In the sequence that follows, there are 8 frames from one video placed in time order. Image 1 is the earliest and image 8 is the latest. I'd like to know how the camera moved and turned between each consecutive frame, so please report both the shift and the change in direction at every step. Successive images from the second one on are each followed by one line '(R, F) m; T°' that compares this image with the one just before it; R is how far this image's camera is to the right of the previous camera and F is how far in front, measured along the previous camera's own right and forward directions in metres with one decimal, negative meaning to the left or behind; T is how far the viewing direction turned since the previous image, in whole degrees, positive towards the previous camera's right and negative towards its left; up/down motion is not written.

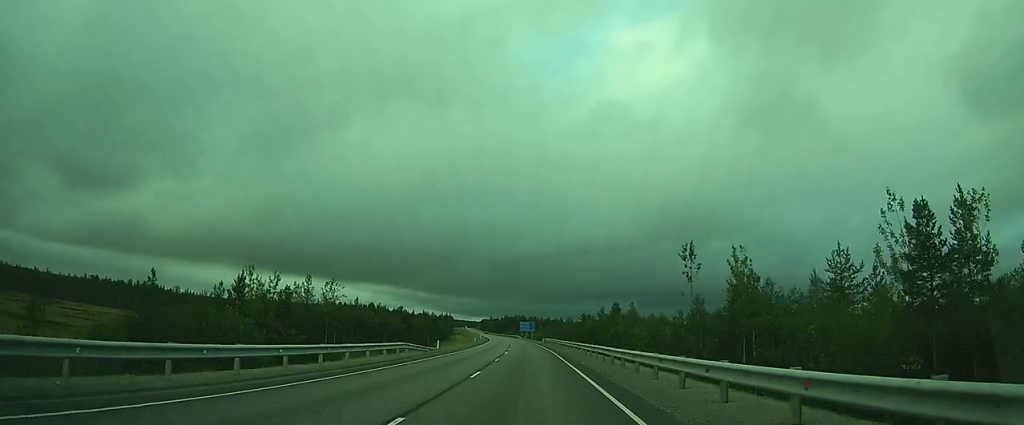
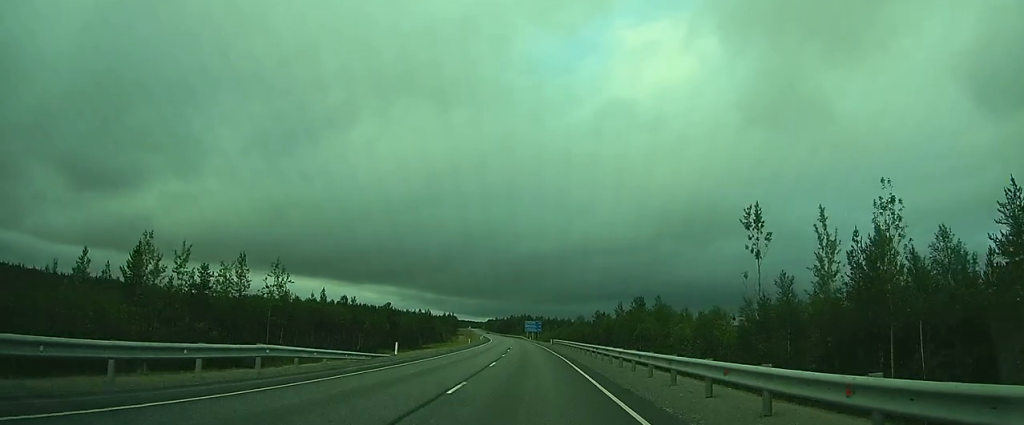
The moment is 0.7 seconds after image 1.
(-0.2, +16.8) m; -1°
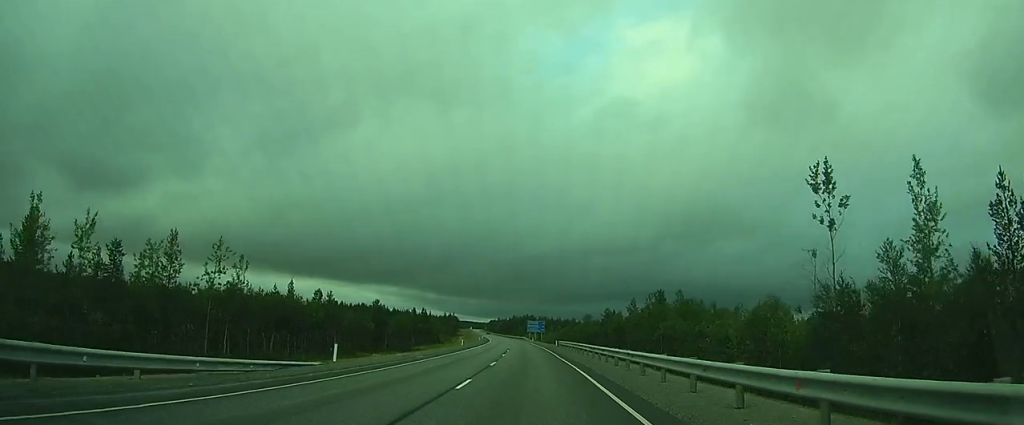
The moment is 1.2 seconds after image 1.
(0.0, +10.8) m; 0°
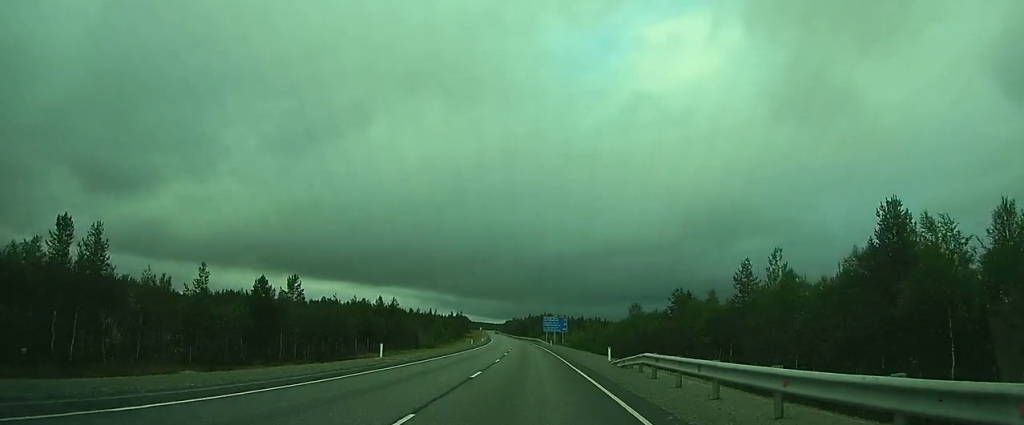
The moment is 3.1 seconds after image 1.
(0.0, +43.3) m; 0°
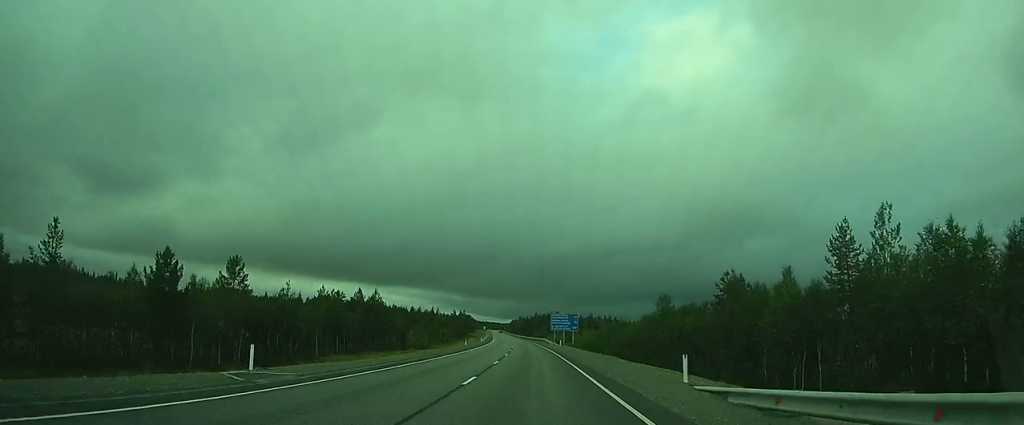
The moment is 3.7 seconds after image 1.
(0.0, +14.8) m; 0°
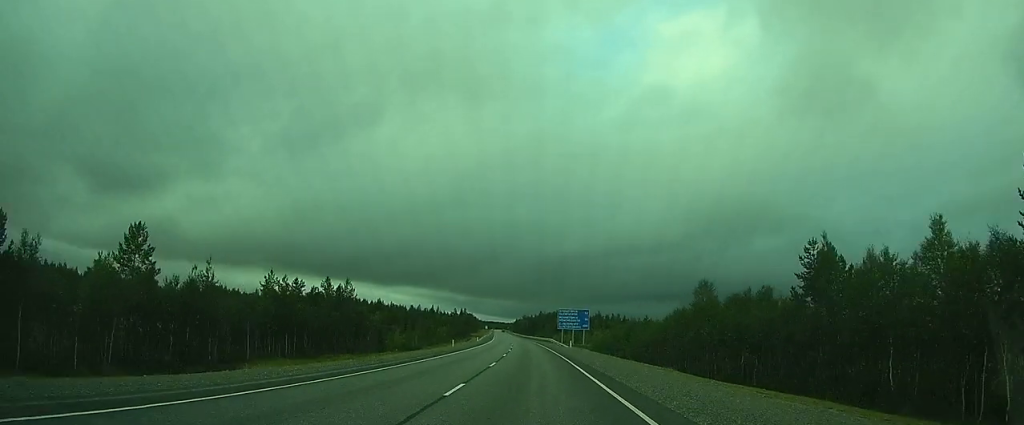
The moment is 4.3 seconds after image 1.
(0.0, +14.9) m; 0°
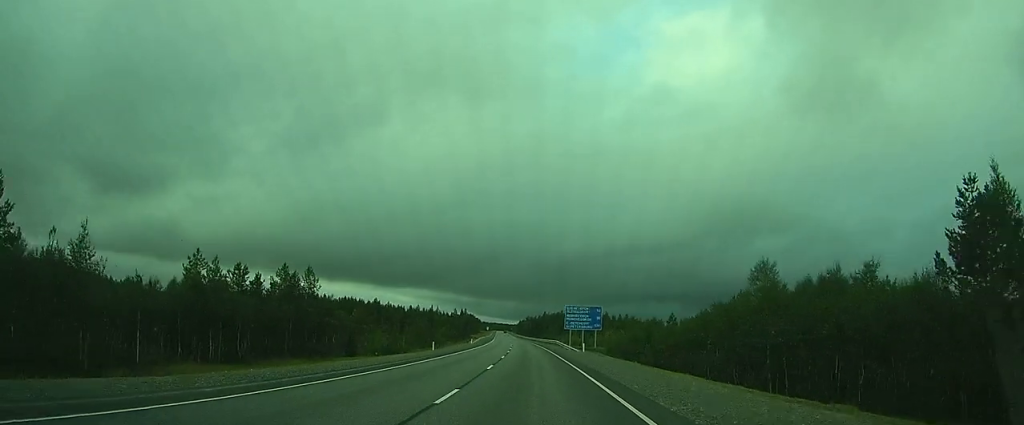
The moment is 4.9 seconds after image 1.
(0.0, +13.3) m; -1°
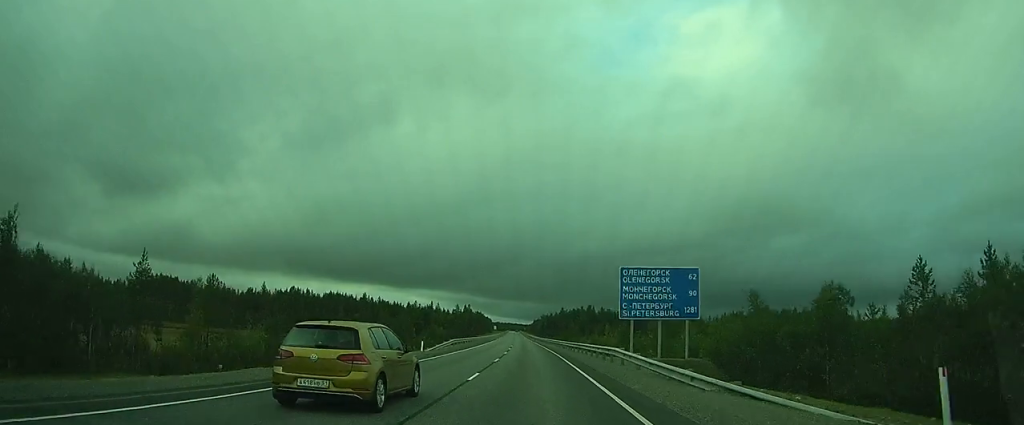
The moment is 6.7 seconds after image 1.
(-1.8, +42.4) m; -4°
